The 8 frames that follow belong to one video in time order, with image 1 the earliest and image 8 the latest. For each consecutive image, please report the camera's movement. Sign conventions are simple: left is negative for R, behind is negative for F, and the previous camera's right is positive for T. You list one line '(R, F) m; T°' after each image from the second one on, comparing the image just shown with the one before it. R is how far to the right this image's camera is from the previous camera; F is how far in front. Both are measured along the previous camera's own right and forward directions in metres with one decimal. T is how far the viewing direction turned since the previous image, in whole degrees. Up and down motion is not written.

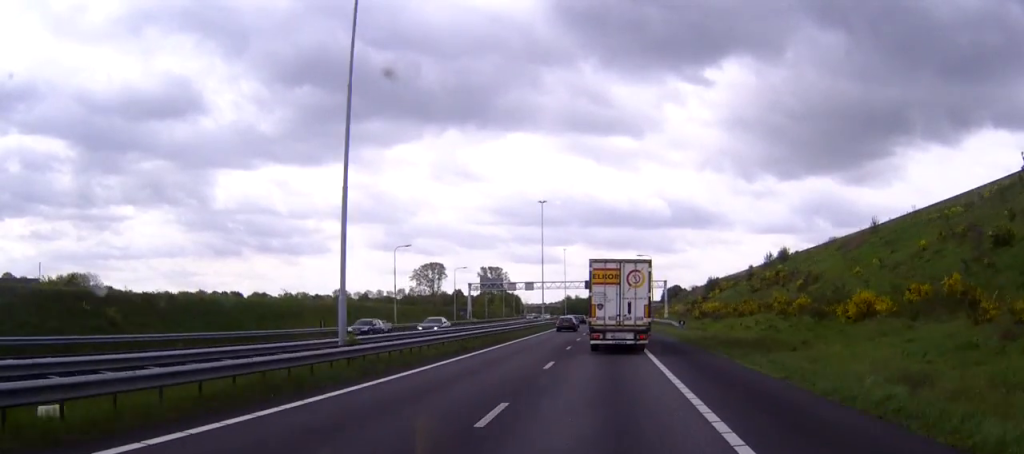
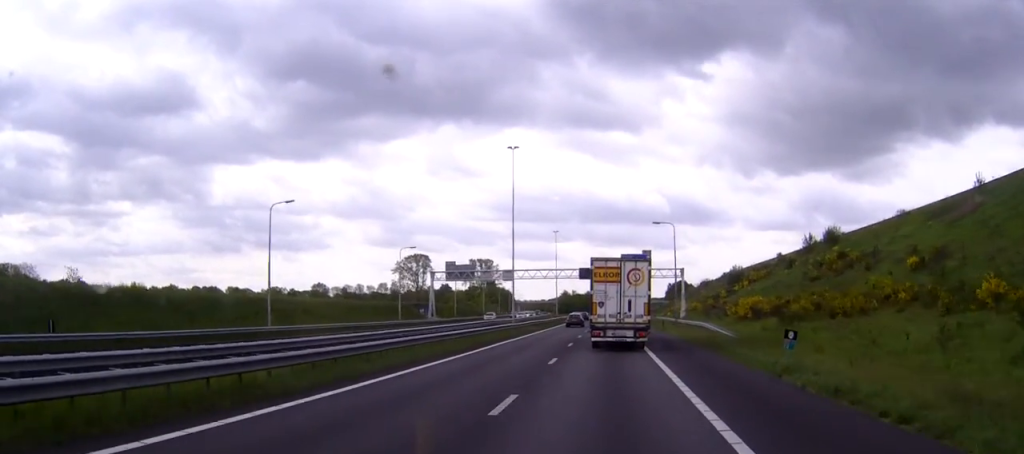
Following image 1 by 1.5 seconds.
(+0.1, +34.5) m; 0°
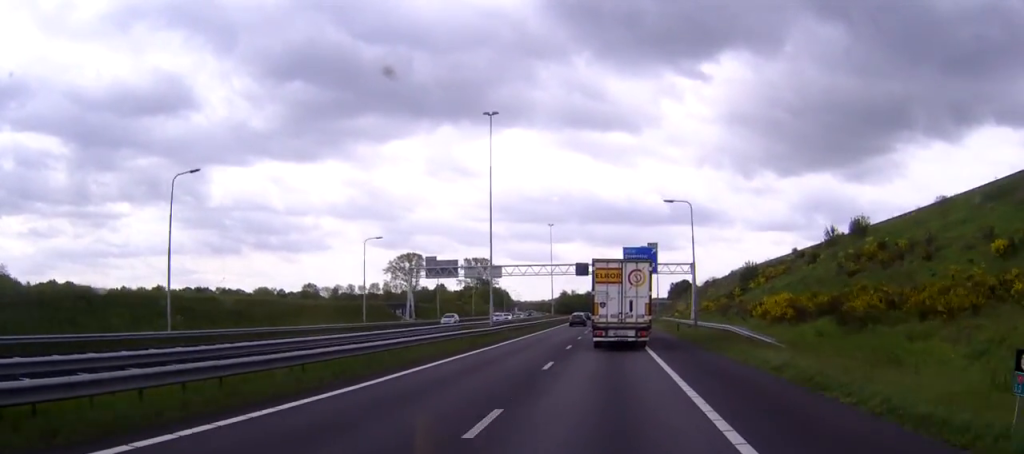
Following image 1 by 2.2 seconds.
(0.0, +14.3) m; 0°
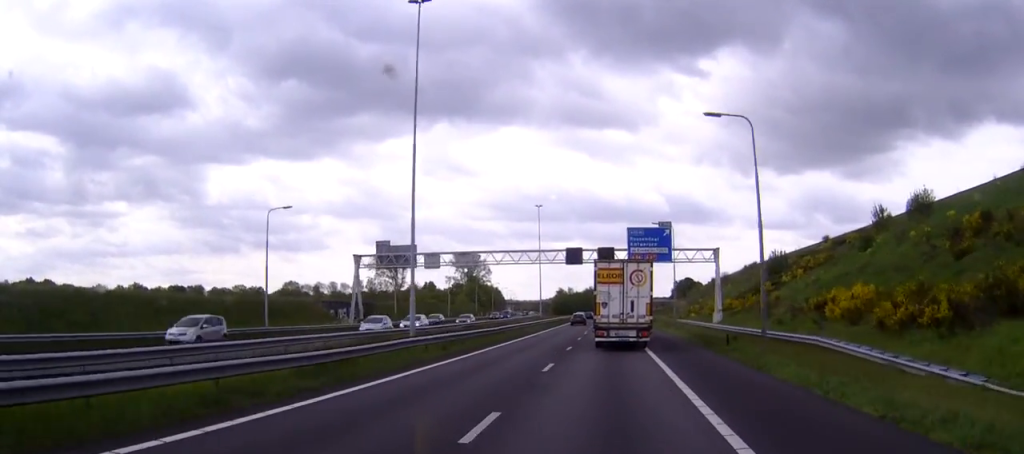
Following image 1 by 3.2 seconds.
(0.0, +24.2) m; 0°
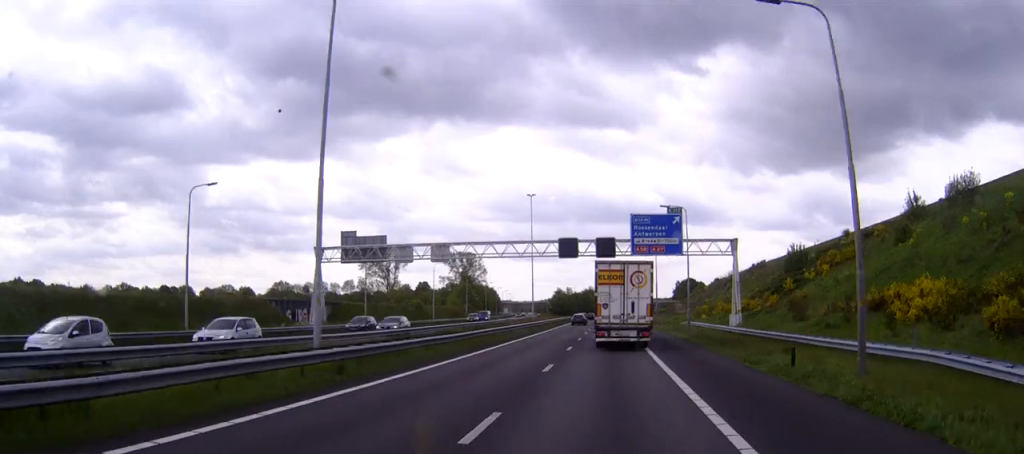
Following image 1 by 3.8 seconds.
(0.0, +12.1) m; 0°
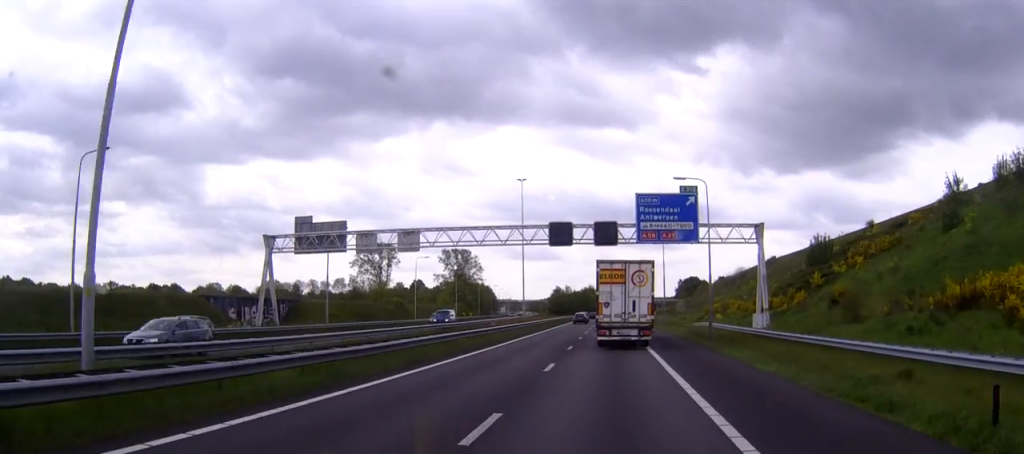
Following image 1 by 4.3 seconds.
(0.0, +12.1) m; 0°
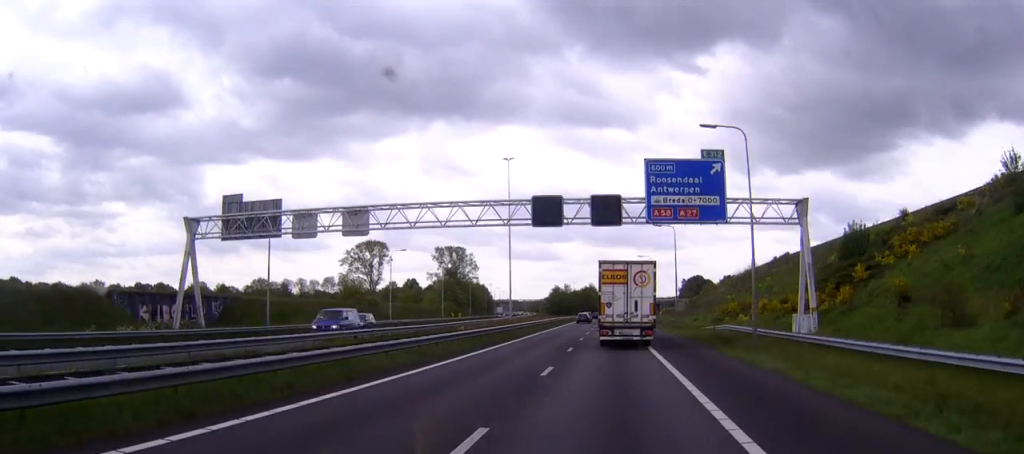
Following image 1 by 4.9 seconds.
(0.0, +13.6) m; 0°
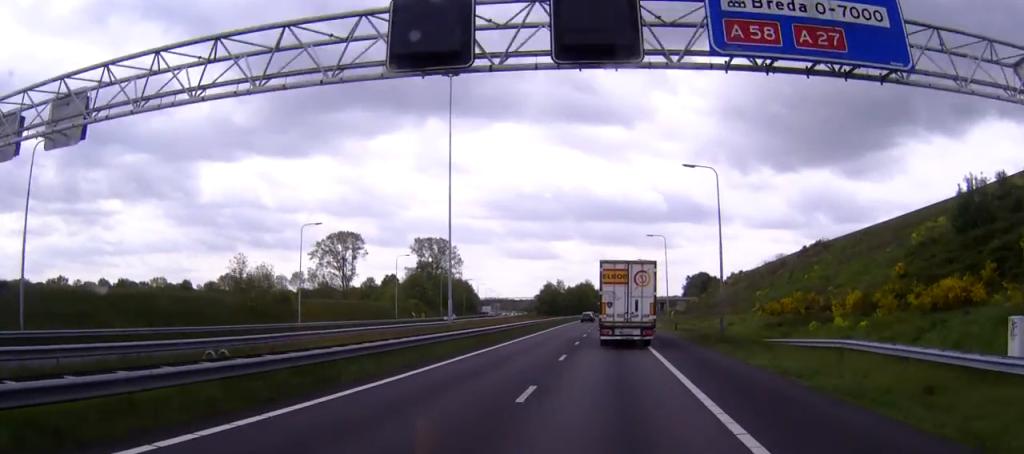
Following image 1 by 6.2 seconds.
(+0.1, +29.5) m; 0°
